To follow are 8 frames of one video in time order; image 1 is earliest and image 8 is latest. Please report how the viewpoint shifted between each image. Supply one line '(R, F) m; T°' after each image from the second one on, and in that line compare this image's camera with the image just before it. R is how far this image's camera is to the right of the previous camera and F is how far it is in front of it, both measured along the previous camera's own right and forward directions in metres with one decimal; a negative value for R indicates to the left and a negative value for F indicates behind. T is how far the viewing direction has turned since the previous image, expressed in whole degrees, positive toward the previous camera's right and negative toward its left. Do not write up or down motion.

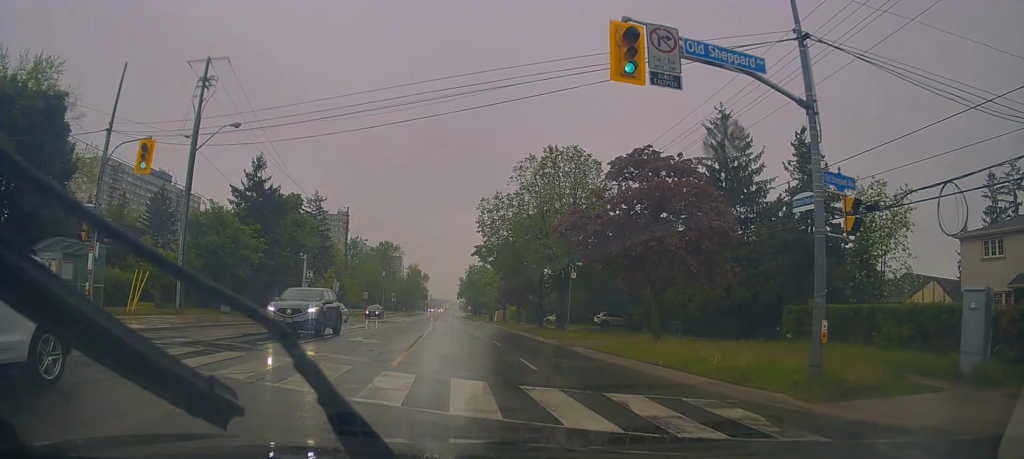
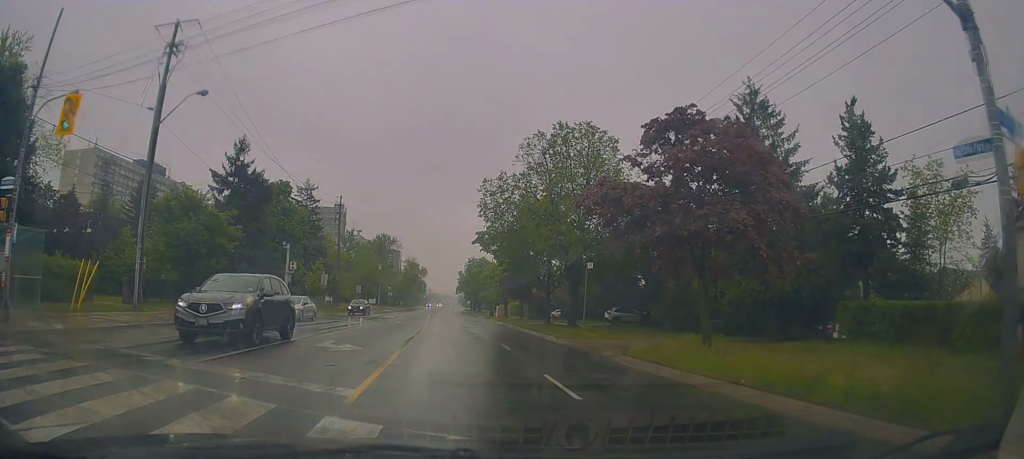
(-0.1, +4.4) m; -1°
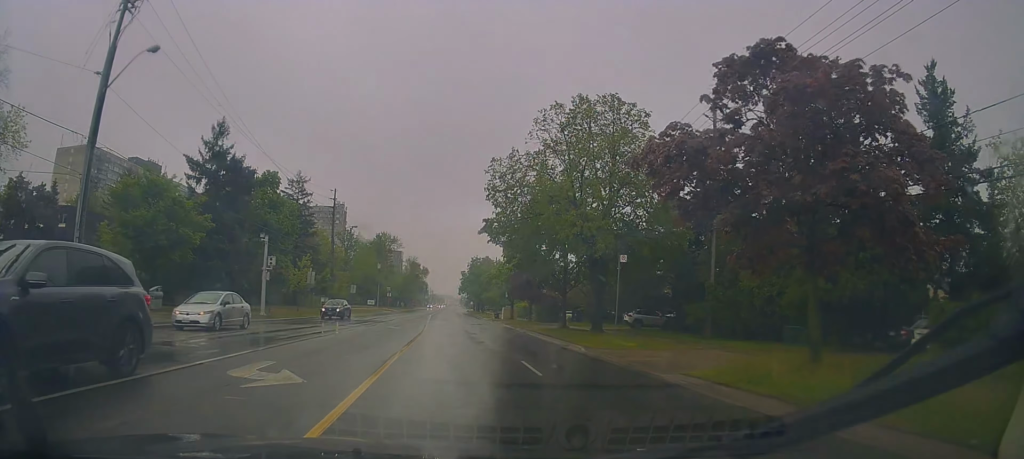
(-0.1, +5.5) m; 0°
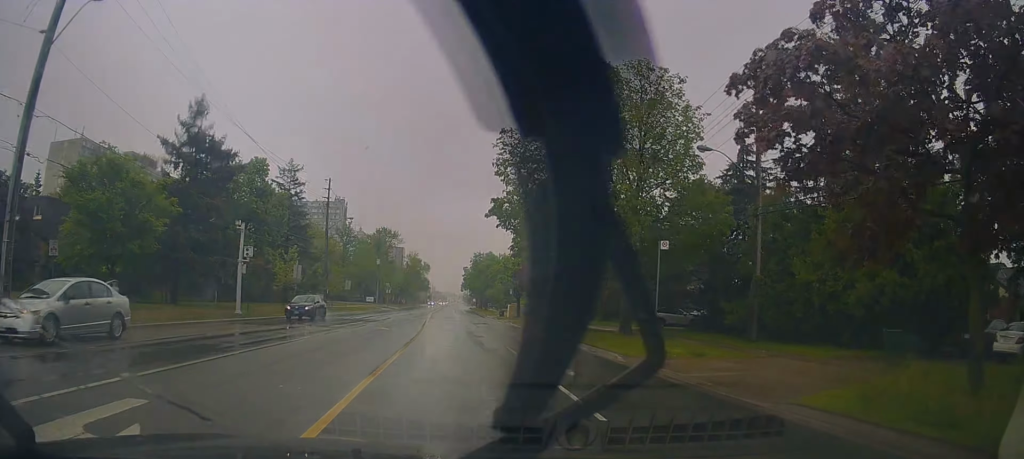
(0.0, +4.8) m; 0°
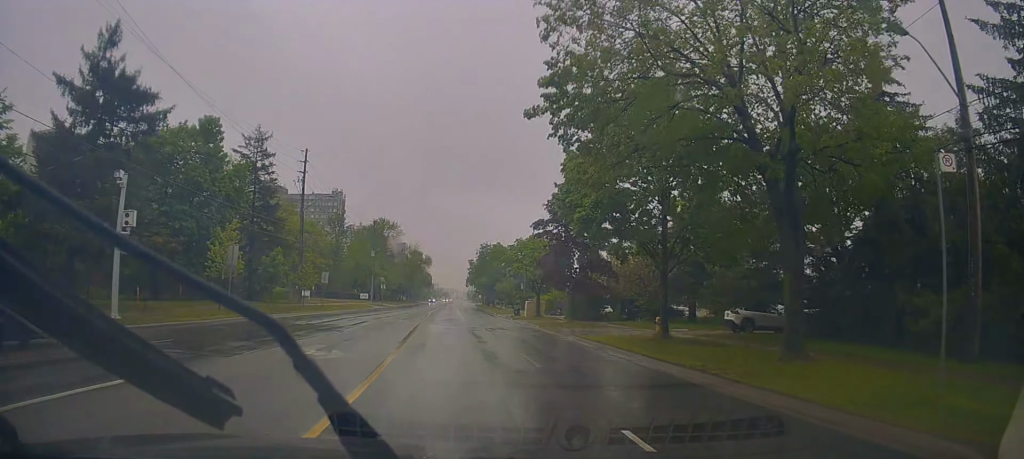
(-0.1, +12.6) m; -1°
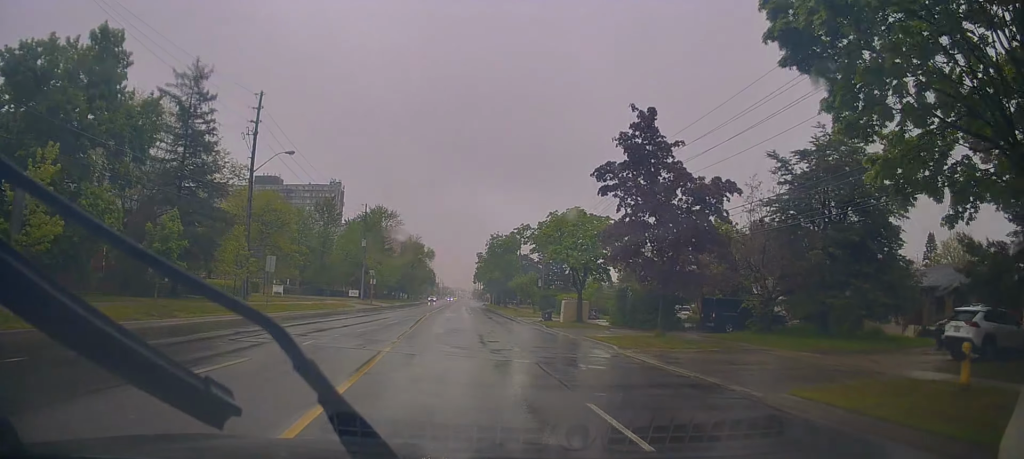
(-0.1, +16.1) m; 0°
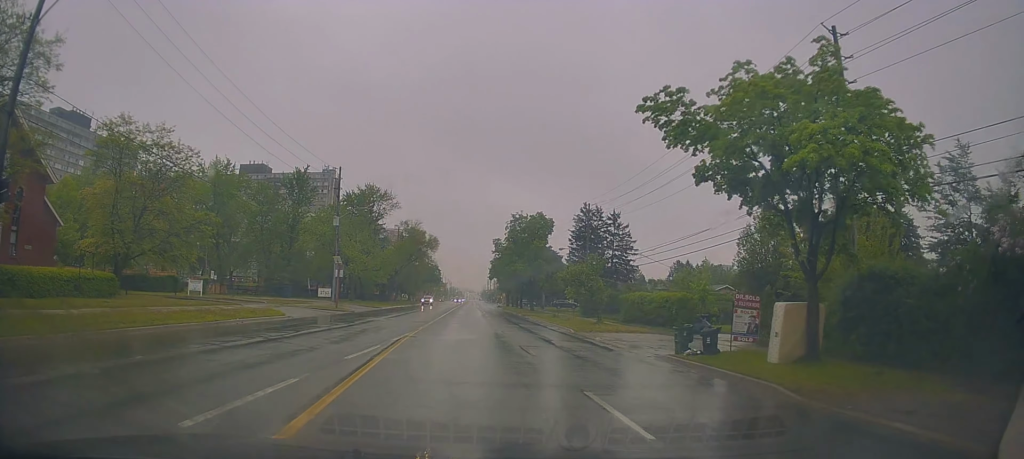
(+1.0, +25.4) m; +3°
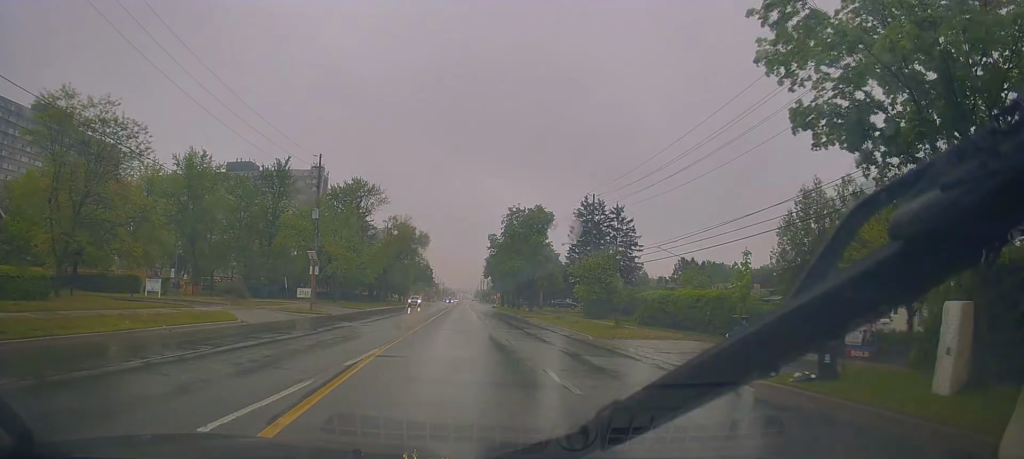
(-0.2, +6.3) m; -1°
